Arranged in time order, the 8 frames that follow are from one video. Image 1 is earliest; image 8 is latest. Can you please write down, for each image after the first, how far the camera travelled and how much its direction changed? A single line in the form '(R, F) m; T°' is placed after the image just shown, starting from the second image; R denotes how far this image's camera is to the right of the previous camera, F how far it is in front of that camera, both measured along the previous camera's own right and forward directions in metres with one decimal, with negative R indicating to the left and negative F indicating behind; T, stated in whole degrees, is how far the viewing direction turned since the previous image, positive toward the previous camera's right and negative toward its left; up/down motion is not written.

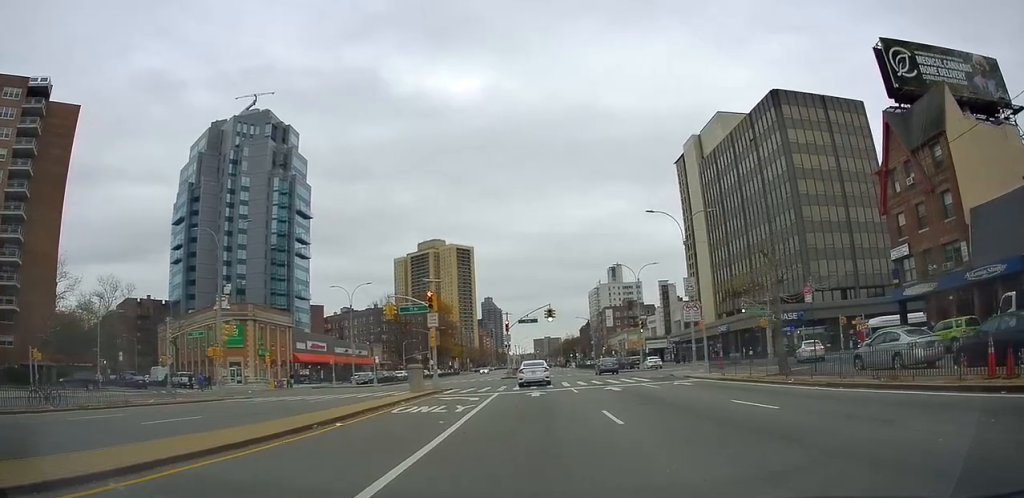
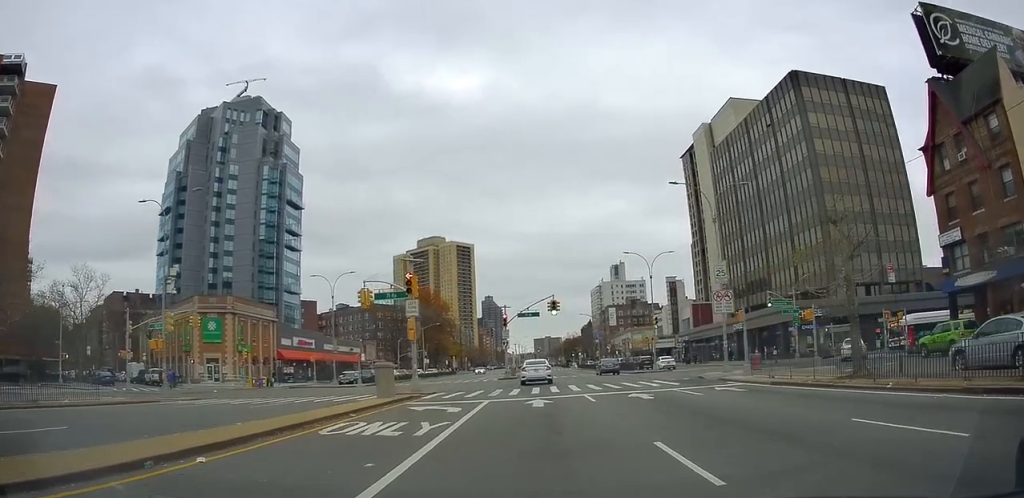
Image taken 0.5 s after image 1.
(-0.4, +6.4) m; 0°
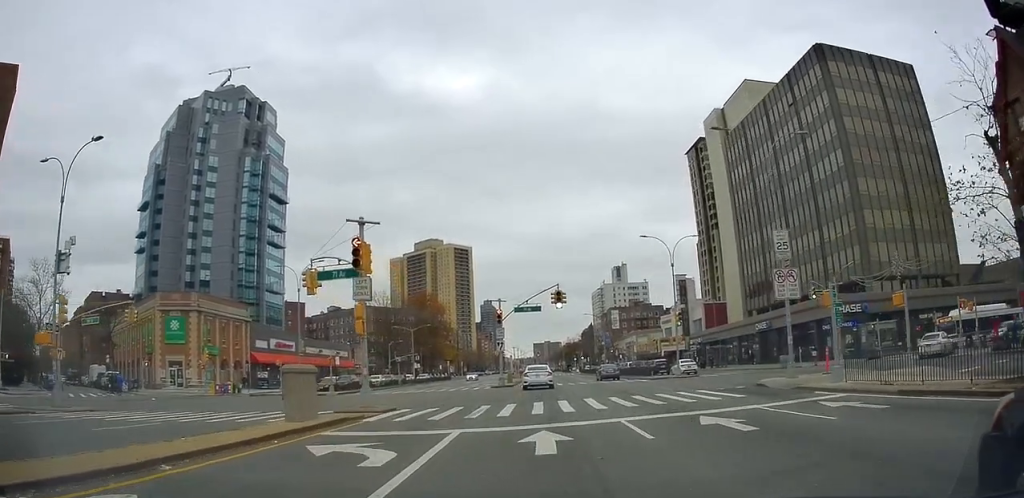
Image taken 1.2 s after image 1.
(+0.1, +8.3) m; +1°
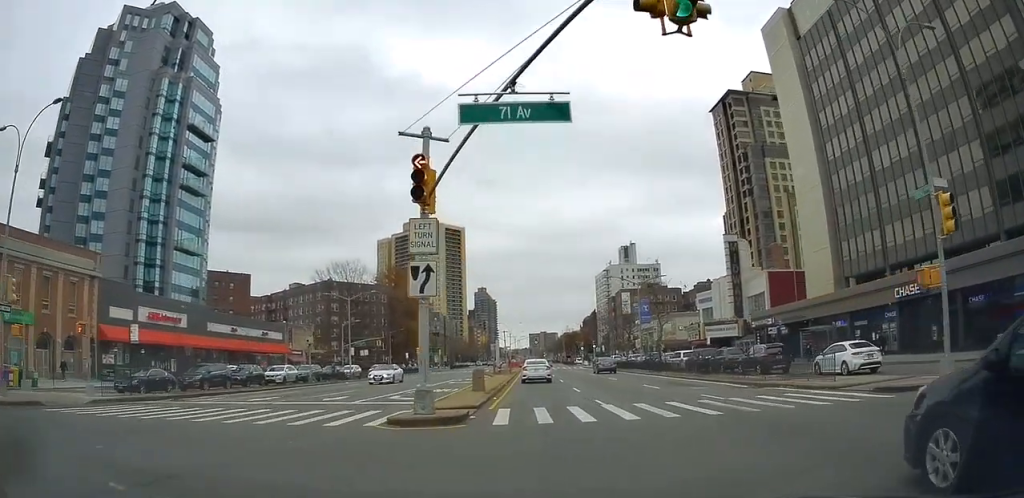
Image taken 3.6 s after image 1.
(-0.5, +29.6) m; -1°
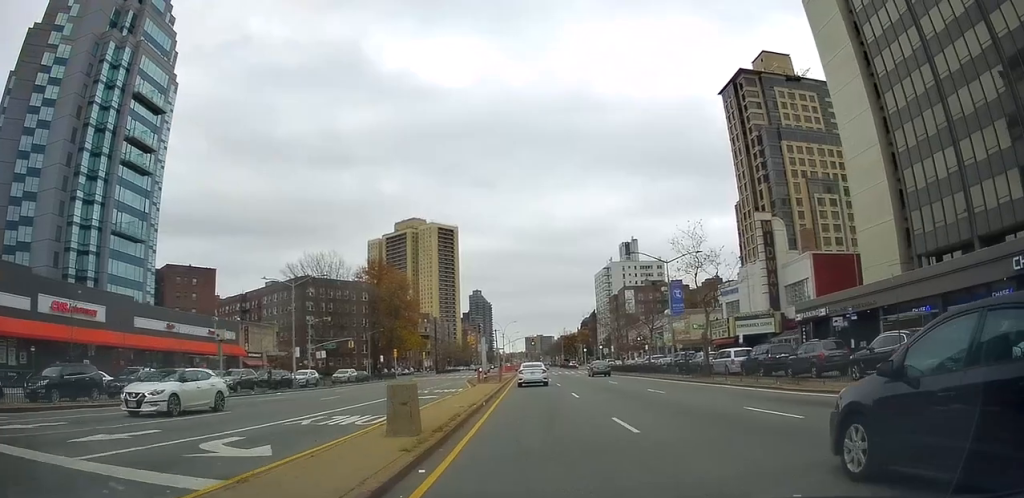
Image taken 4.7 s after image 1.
(+0.4, +14.1) m; 0°
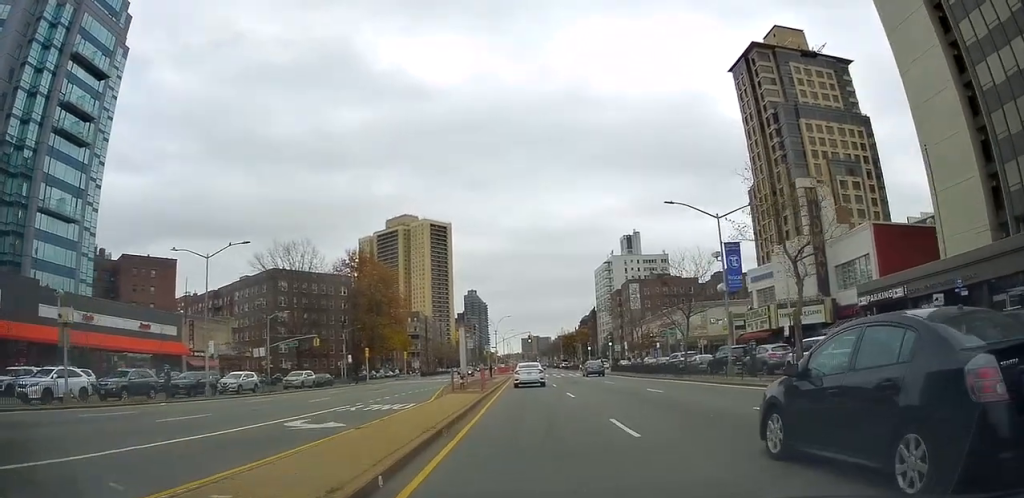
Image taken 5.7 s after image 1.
(-0.5, +13.5) m; 0°
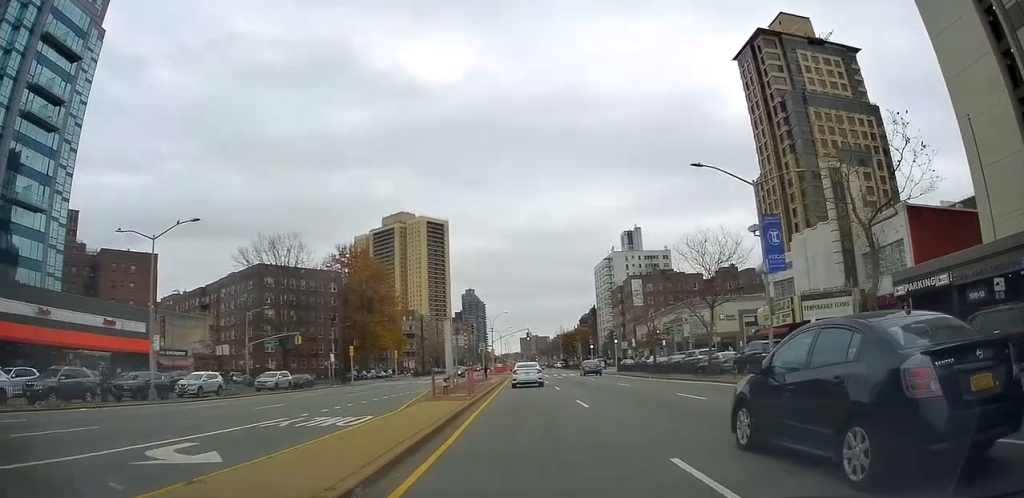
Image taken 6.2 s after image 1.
(+0.2, +5.7) m; +1°
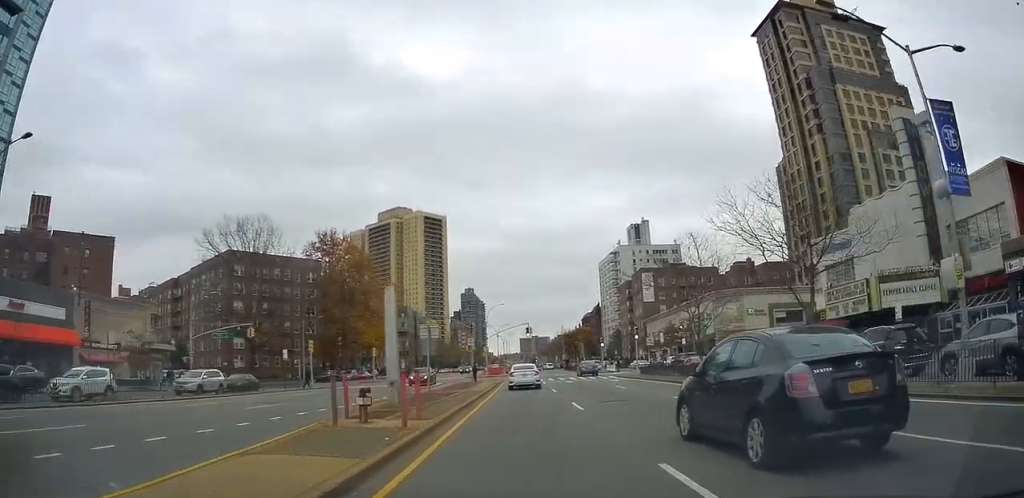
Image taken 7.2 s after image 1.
(+0.4, +12.6) m; +2°
